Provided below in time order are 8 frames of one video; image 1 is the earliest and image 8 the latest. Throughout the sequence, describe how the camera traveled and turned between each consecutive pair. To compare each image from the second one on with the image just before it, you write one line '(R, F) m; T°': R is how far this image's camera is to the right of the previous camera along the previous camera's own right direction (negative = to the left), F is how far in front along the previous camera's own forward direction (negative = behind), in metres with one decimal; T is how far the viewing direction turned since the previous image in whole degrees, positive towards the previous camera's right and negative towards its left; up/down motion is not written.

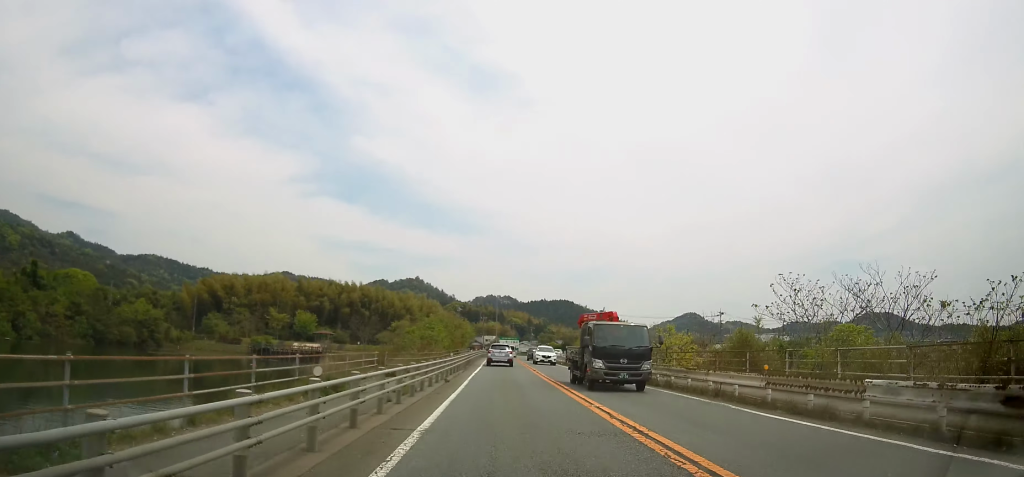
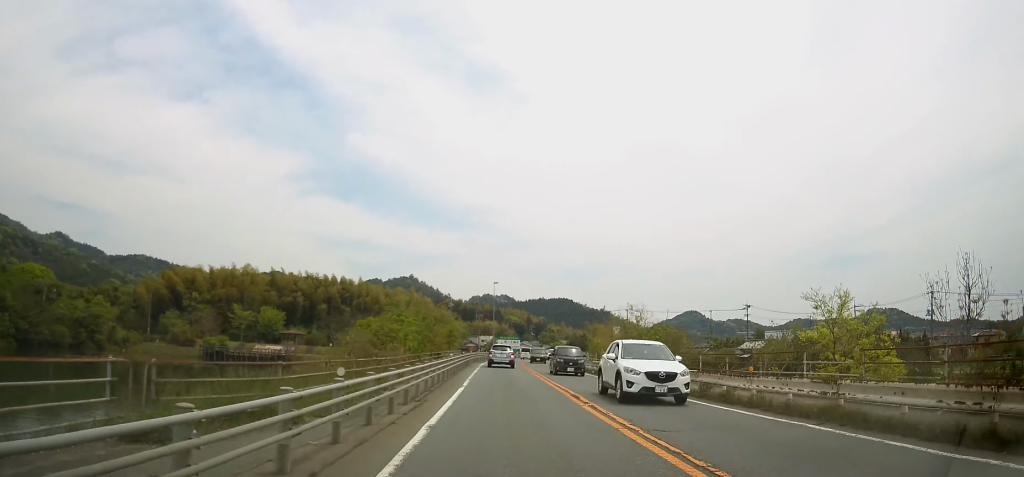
(-0.2, +19.1) m; 0°
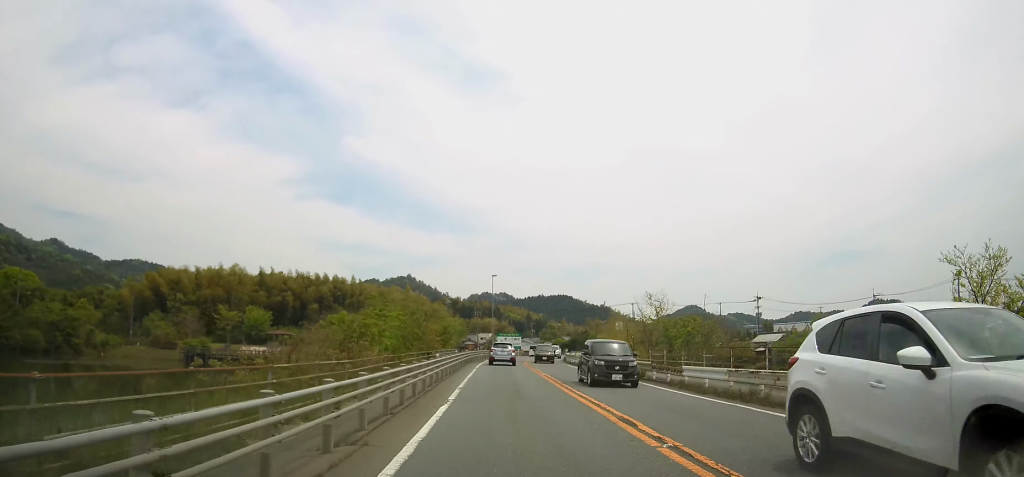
(+0.1, +6.5) m; 0°
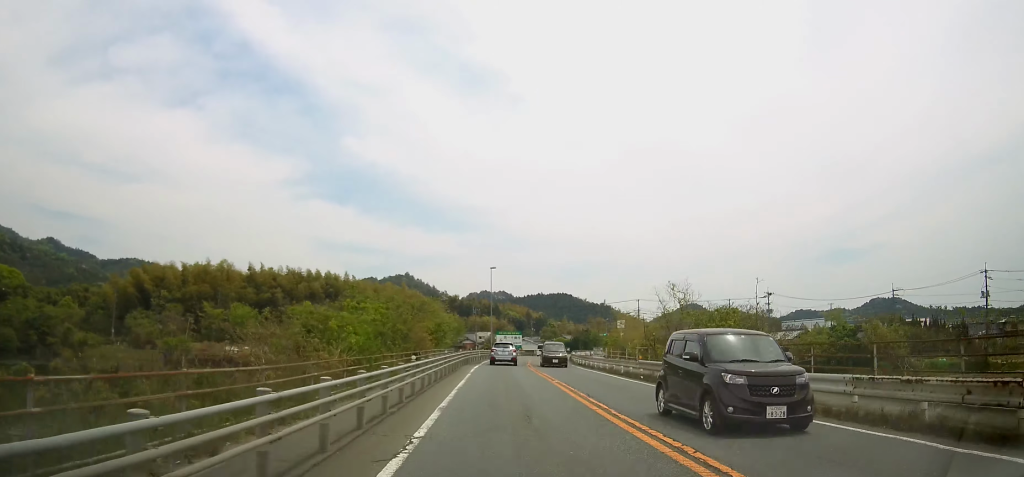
(0.0, +6.0) m; 0°
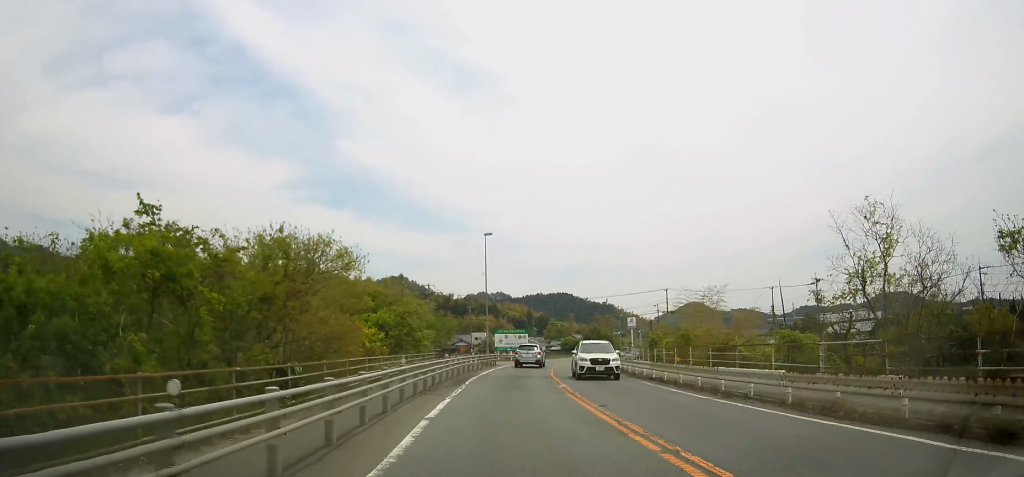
(0.0, +21.6) m; 0°
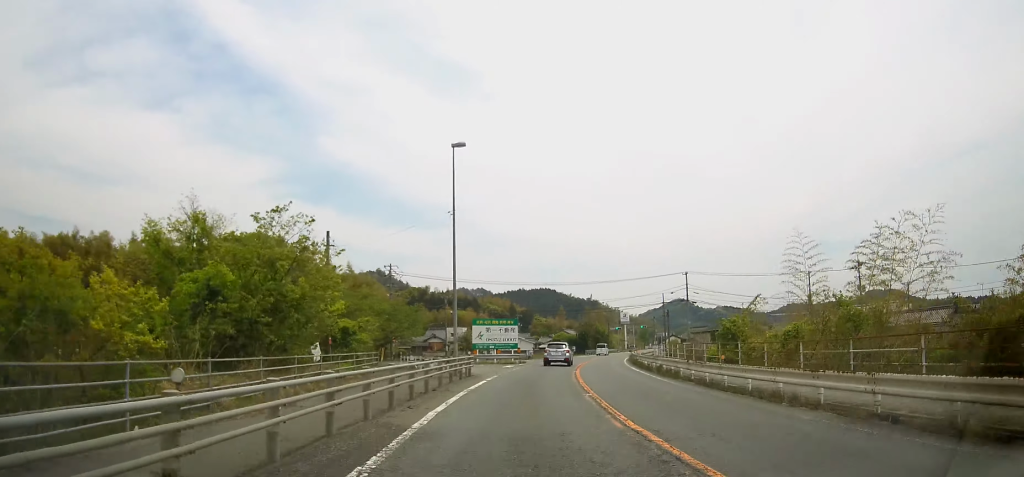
(+0.1, +19.9) m; +1°
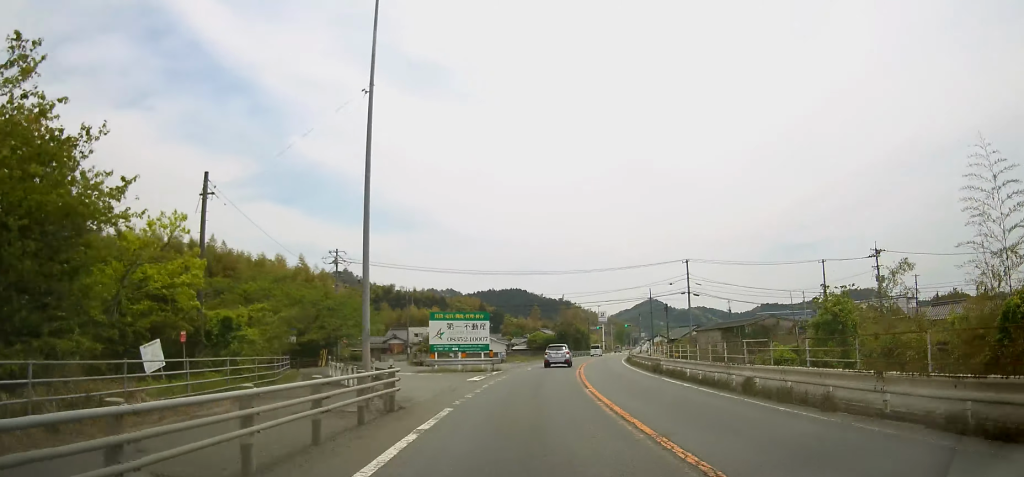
(+0.2, +12.7) m; +2°
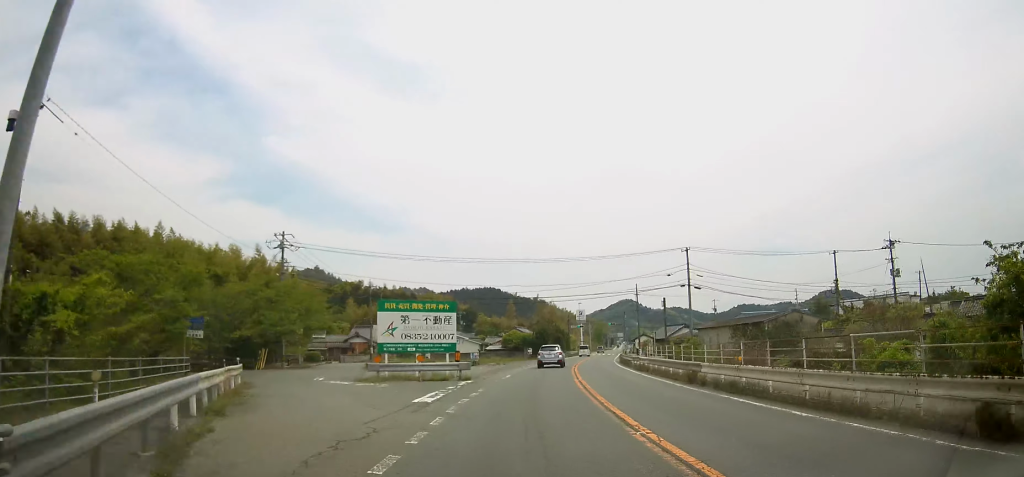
(+0.1, +9.2) m; +2°
